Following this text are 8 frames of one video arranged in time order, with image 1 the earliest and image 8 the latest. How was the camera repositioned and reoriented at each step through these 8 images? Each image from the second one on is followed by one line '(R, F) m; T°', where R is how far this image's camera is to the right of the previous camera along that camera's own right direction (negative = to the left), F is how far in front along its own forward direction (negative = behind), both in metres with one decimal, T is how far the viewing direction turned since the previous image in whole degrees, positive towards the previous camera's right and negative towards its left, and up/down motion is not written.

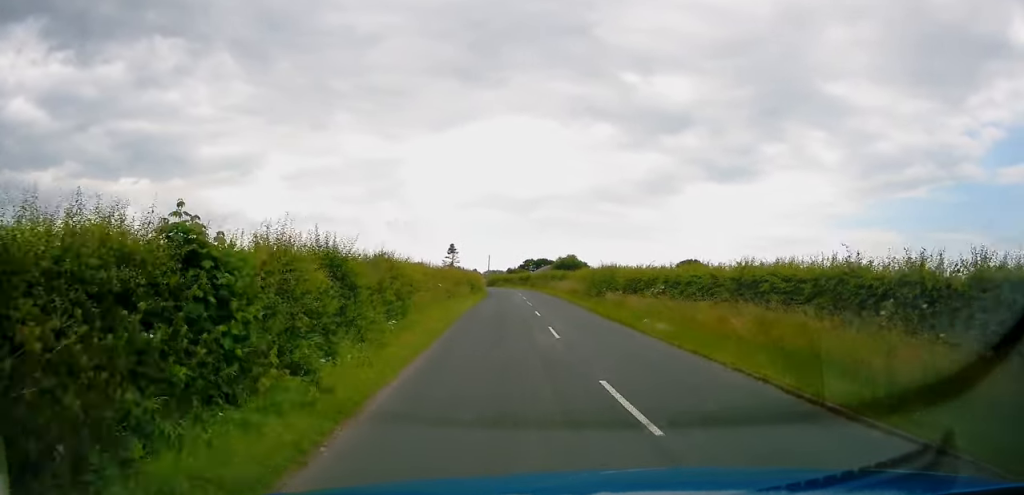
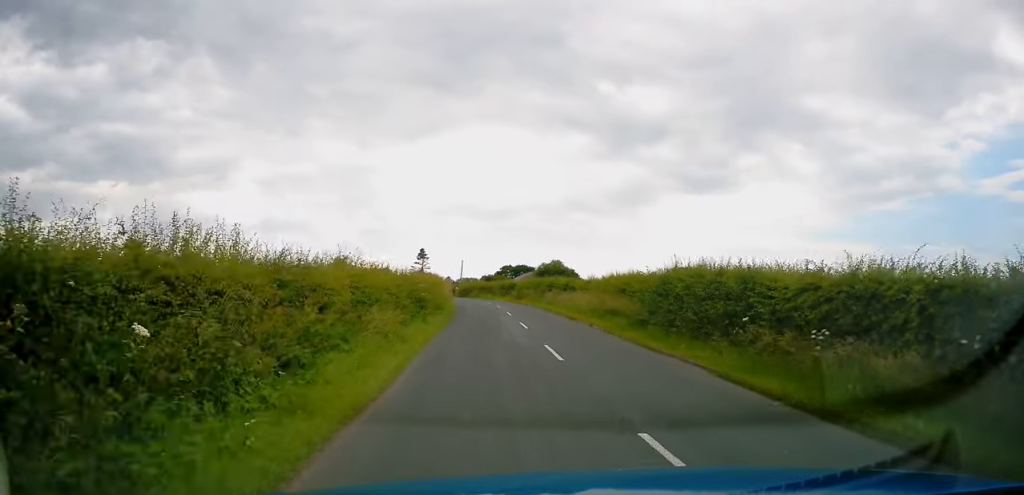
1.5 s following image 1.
(+0.6, +20.0) m; +4°
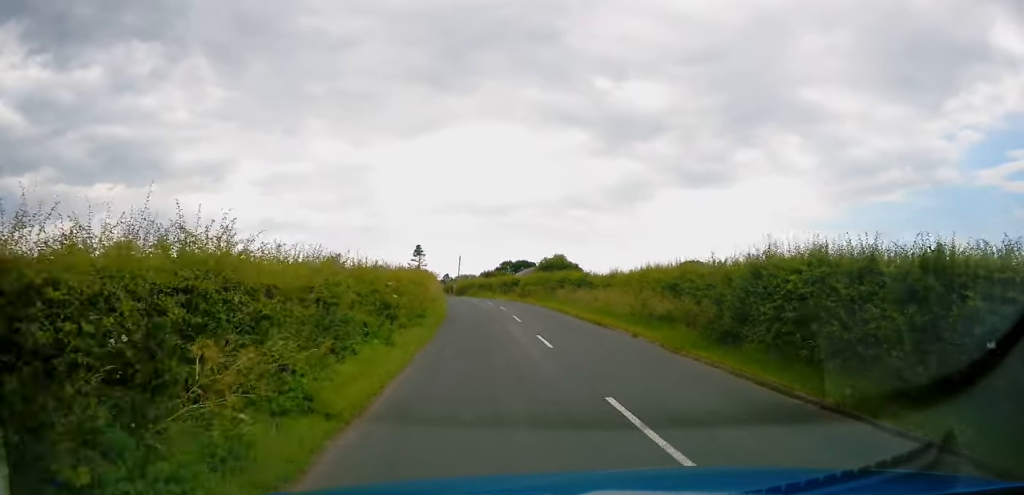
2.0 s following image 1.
(+0.1, +7.3) m; +1°
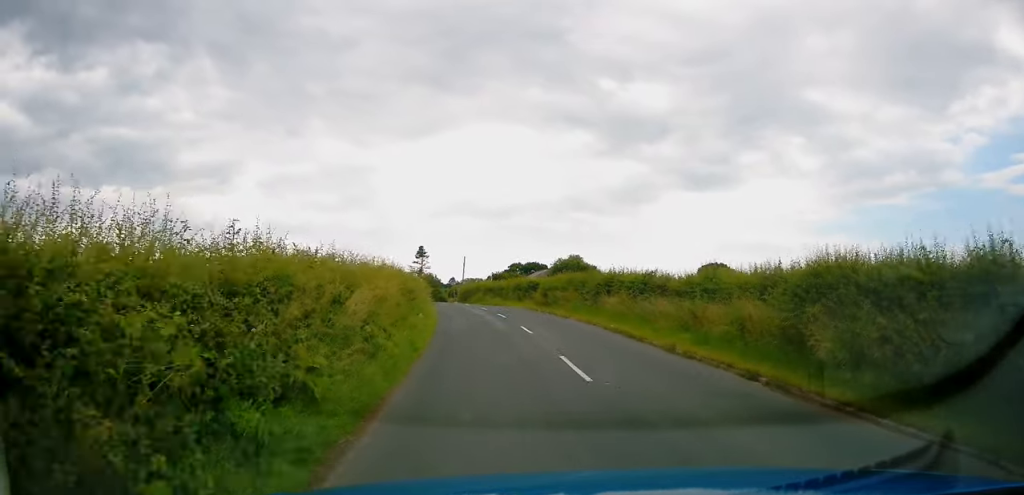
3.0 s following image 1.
(+0.2, +13.2) m; 0°
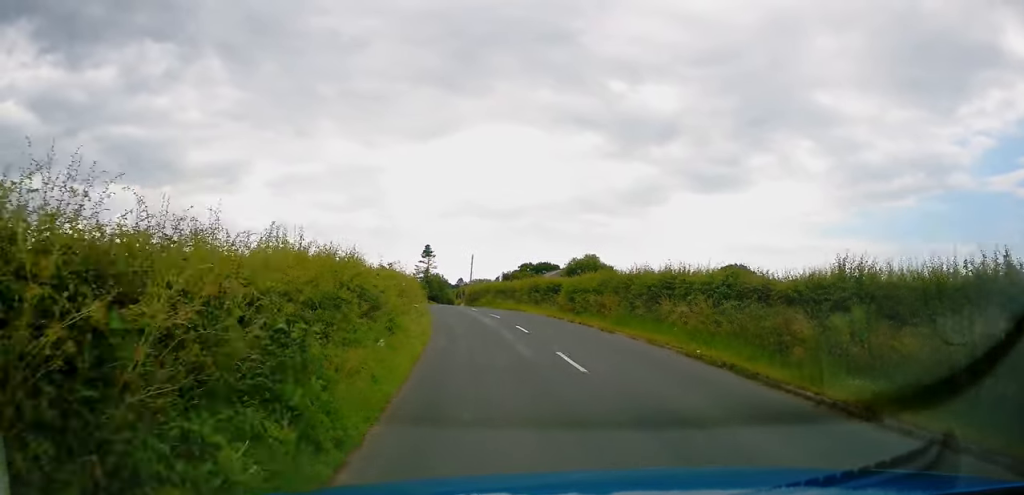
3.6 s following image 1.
(+0.1, +8.0) m; -2°
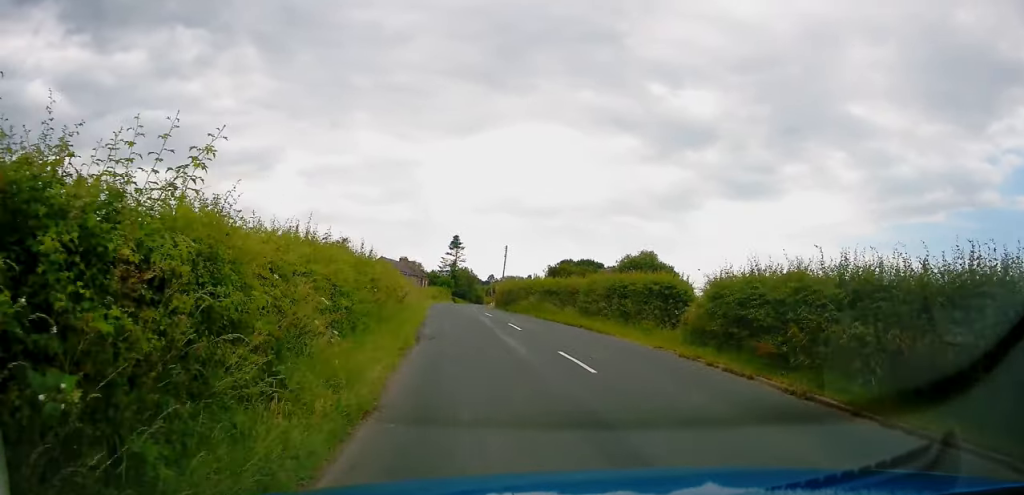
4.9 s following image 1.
(-0.8, +17.8) m; -2°
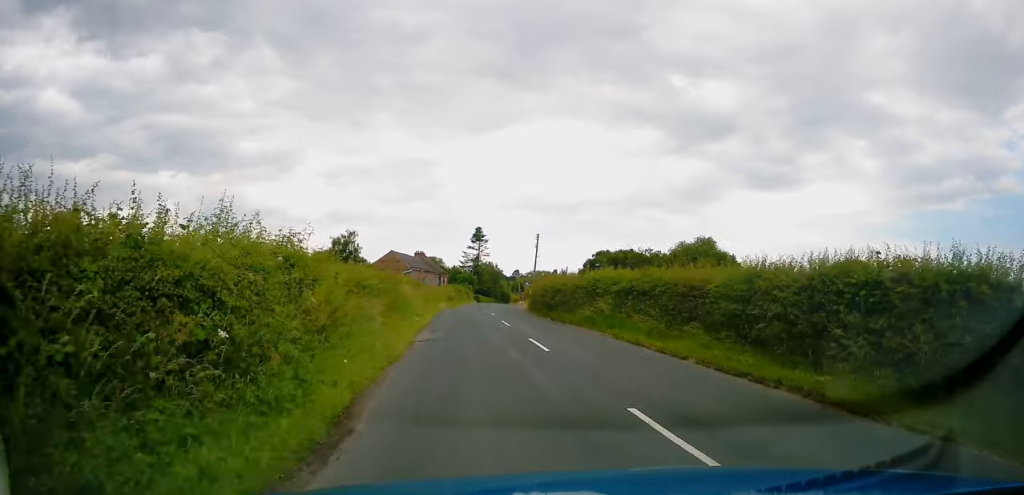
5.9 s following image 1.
(+0.3, +14.4) m; -2°
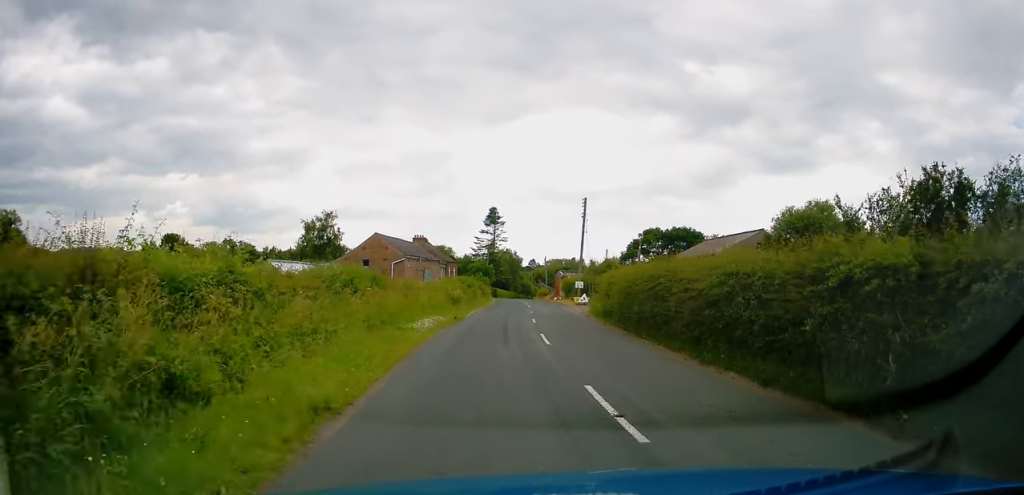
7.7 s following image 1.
(-1.3, +25.0) m; -3°
